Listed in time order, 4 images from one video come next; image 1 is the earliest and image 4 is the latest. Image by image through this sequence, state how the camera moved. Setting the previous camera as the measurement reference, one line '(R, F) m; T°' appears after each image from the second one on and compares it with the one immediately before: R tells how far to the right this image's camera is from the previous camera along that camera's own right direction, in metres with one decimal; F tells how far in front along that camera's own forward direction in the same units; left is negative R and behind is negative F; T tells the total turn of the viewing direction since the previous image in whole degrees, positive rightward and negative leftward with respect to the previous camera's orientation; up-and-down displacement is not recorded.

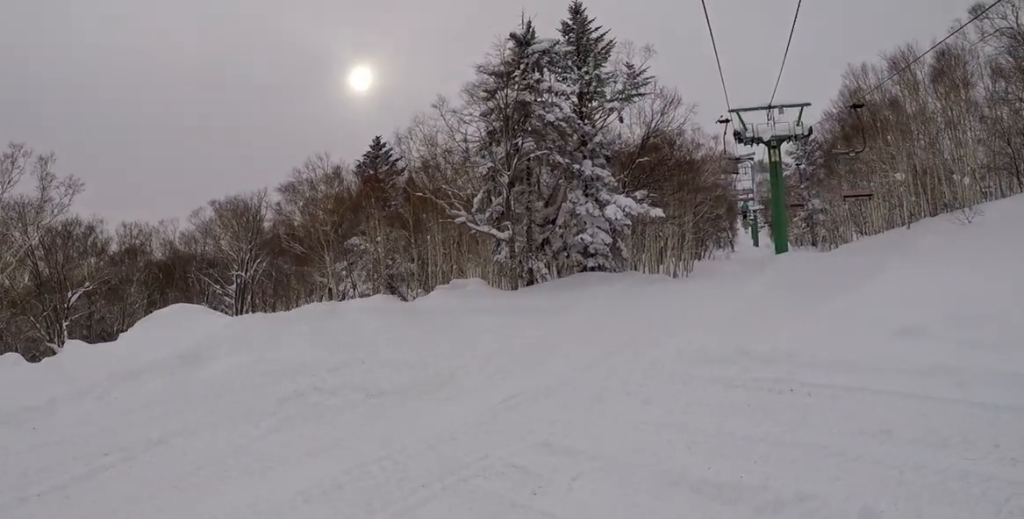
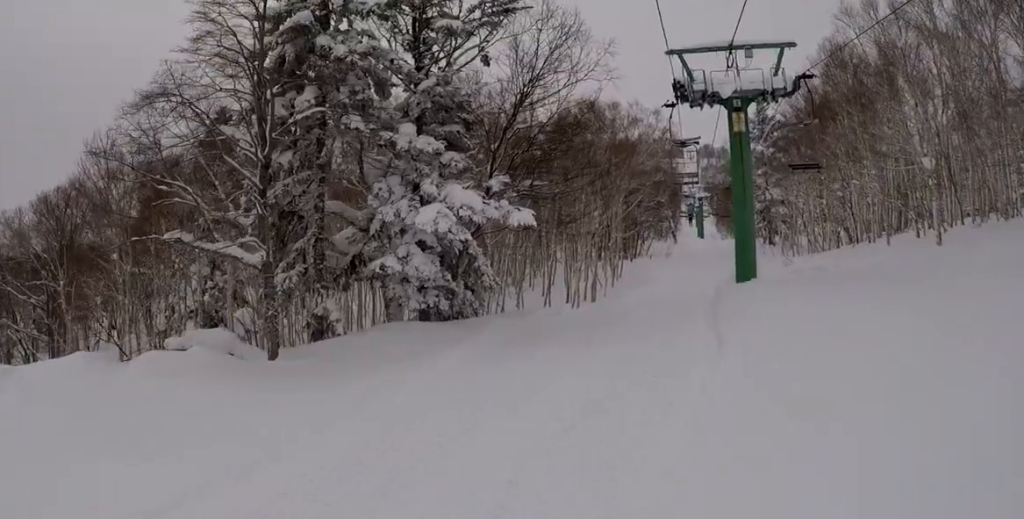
(+1.6, +13.8) m; 0°
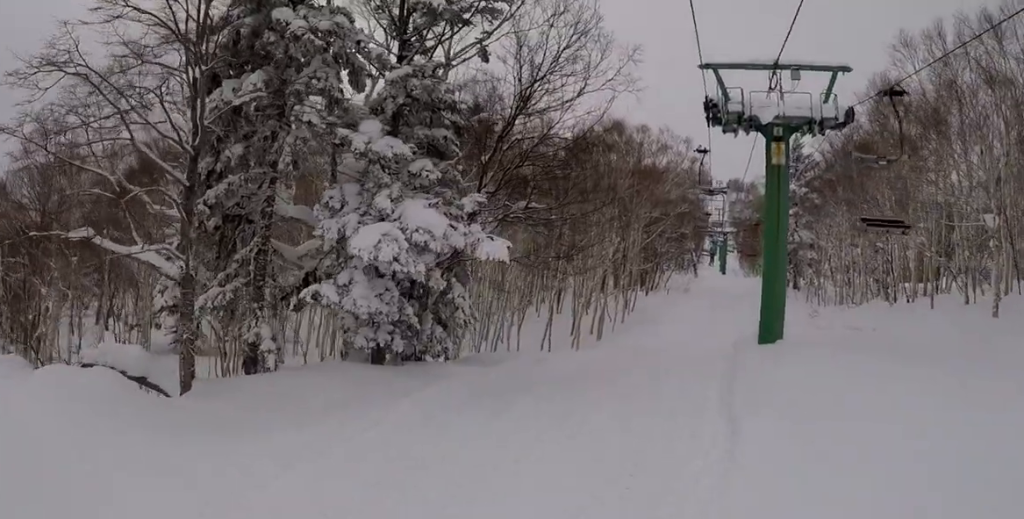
(-0.1, +3.3) m; +5°
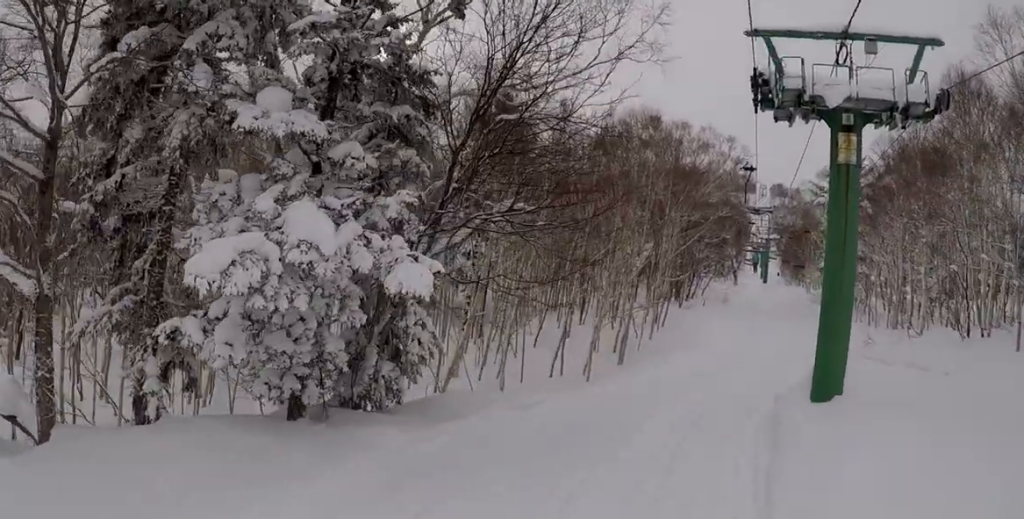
(+0.7, +4.0) m; +3°
